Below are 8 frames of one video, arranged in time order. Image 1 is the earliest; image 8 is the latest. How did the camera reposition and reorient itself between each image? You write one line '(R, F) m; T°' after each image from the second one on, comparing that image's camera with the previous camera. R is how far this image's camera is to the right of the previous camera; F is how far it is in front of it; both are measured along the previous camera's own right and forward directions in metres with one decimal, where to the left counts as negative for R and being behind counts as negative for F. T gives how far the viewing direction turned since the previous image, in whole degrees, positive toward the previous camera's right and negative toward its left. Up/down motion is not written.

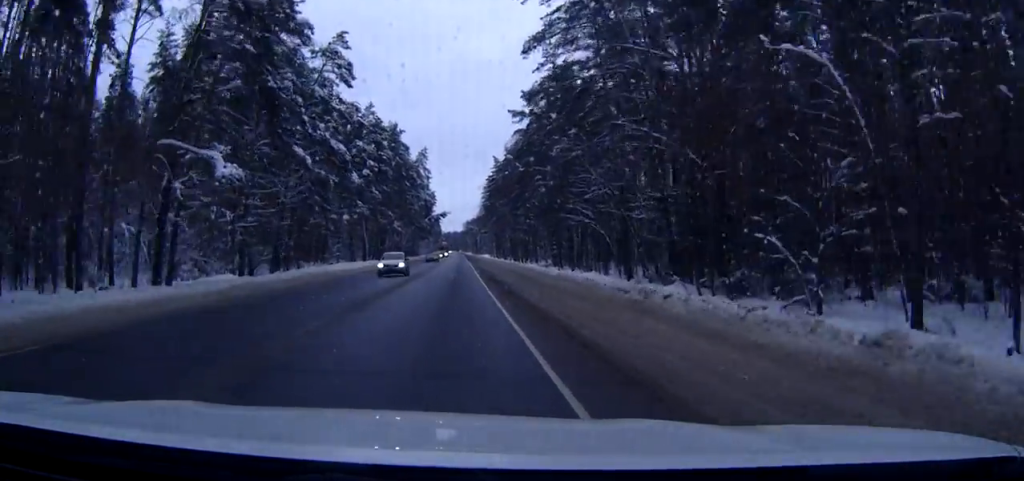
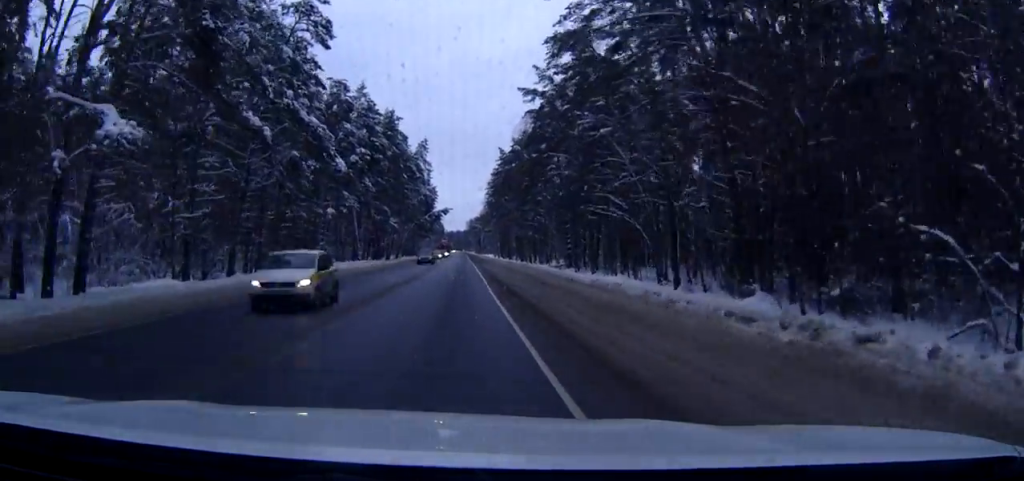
(0.0, +11.6) m; 0°
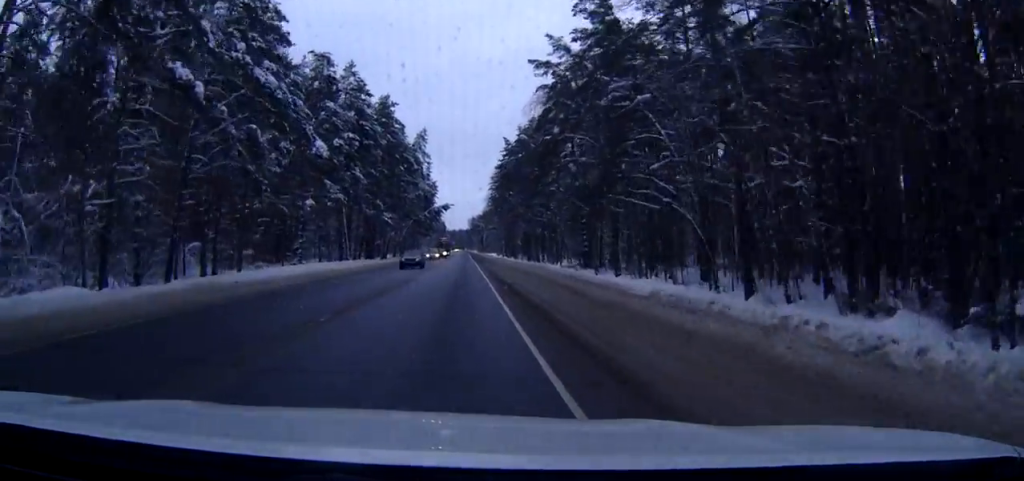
(0.0, +10.9) m; 0°
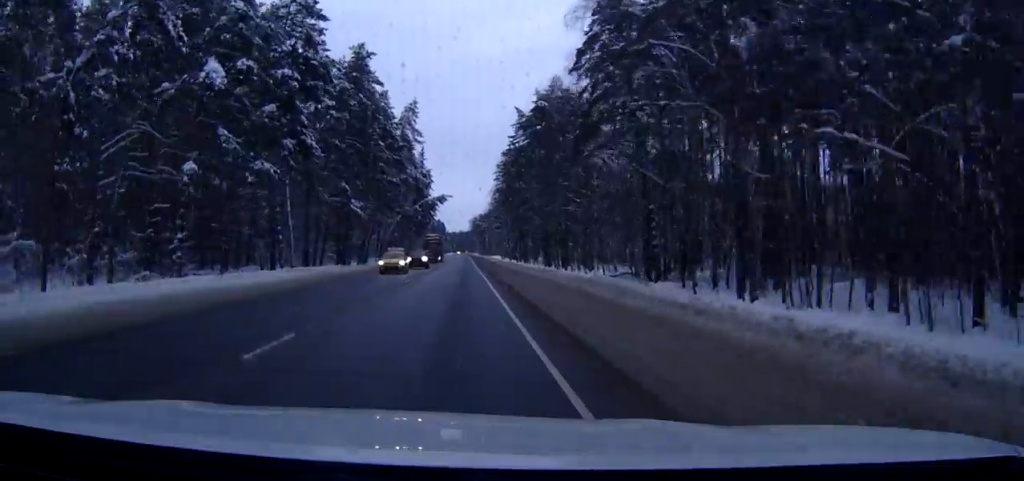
(+0.1, +29.0) m; 0°
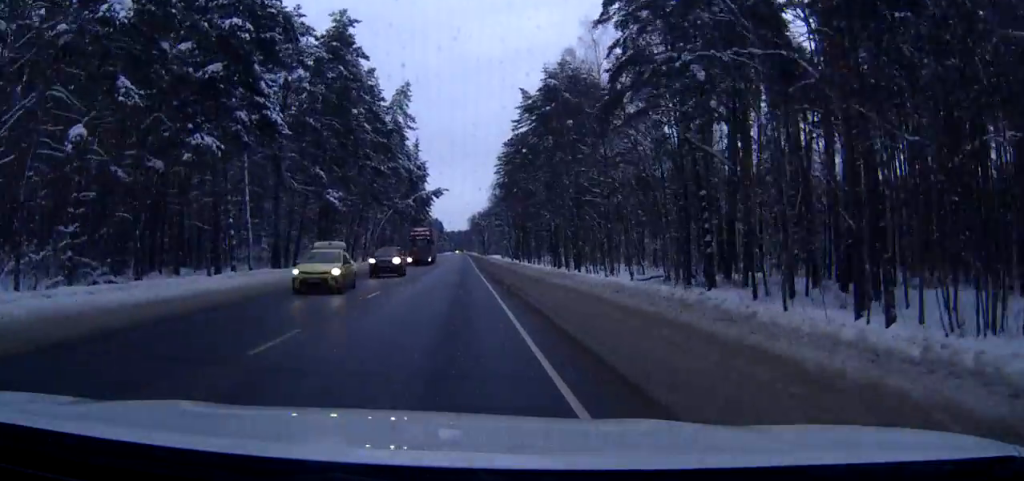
(+0.1, +11.5) m; 0°
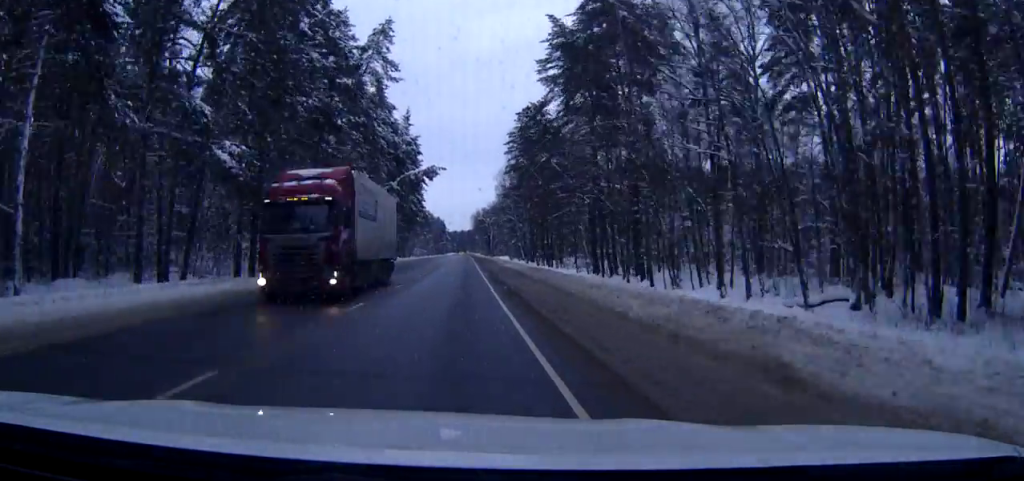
(-0.3, +28.0) m; 0°
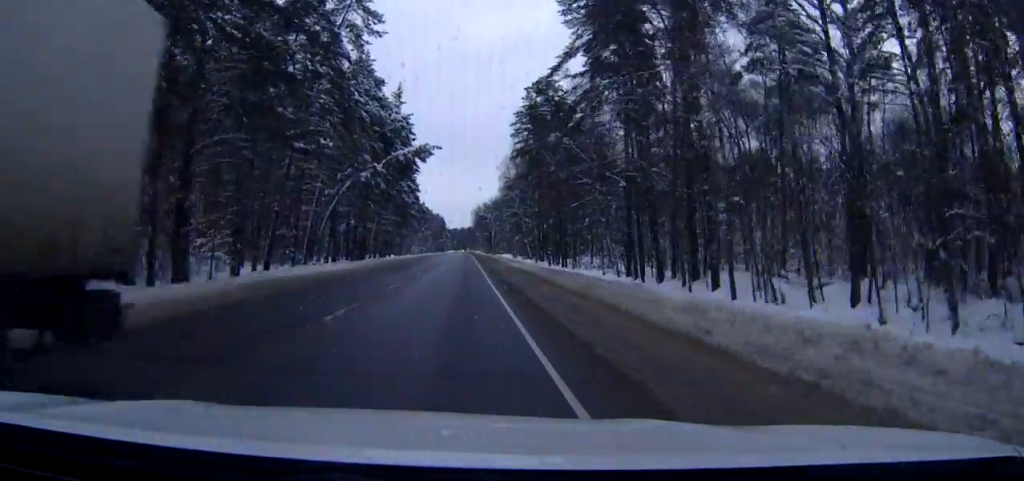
(+0.1, +14.4) m; 0°
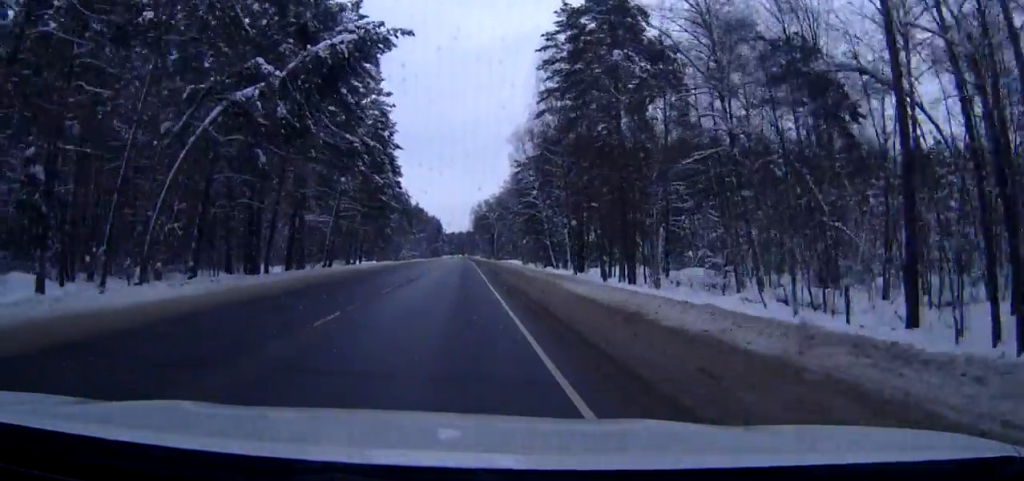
(0.0, +37.1) m; 0°
